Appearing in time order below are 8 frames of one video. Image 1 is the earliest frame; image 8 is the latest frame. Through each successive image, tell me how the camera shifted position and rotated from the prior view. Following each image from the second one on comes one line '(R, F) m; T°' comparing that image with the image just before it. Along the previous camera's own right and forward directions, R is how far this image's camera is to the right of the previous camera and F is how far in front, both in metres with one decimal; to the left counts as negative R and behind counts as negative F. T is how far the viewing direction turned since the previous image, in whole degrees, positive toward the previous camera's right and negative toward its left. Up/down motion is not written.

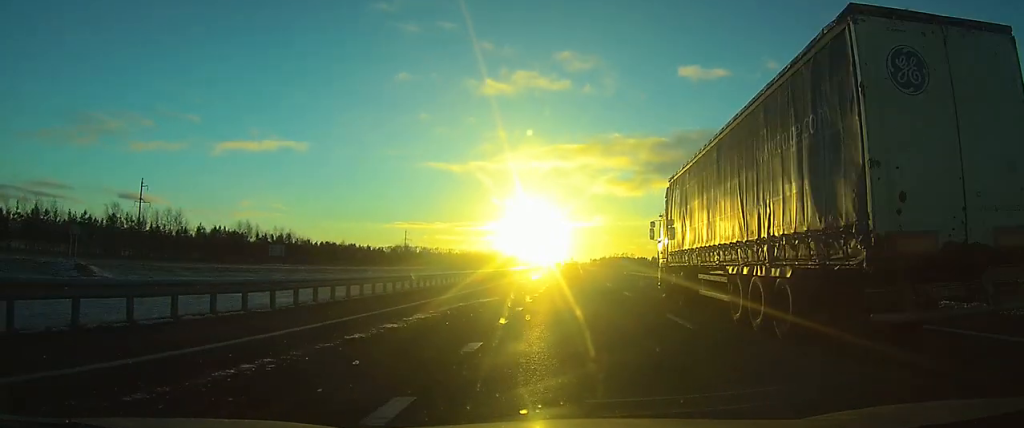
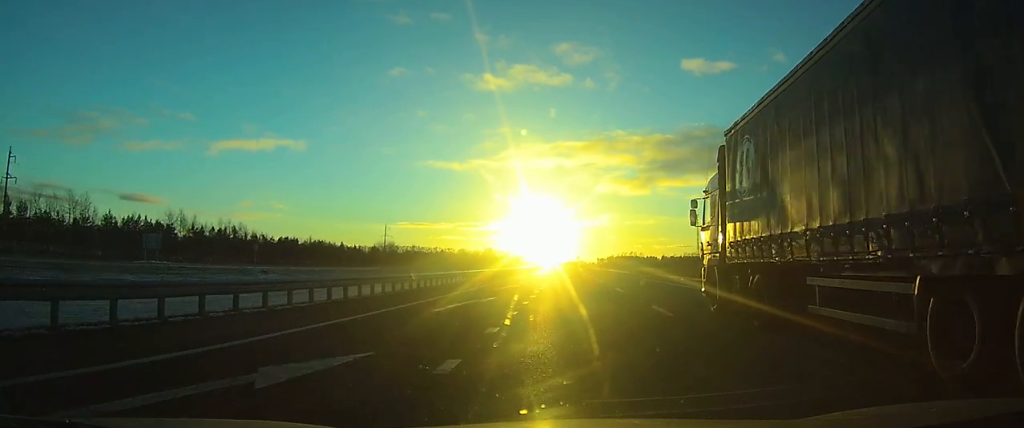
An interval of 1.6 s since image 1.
(-0.3, +43.6) m; -1°
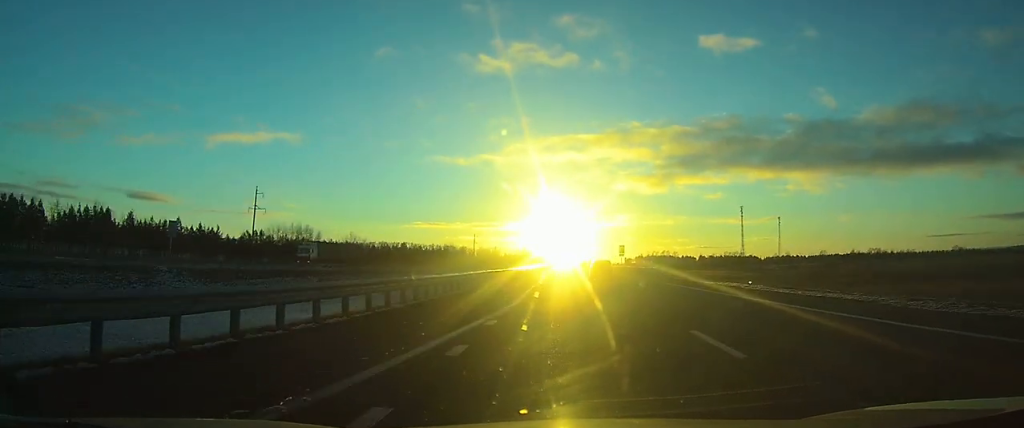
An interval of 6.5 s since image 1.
(-3.0, +139.6) m; -2°
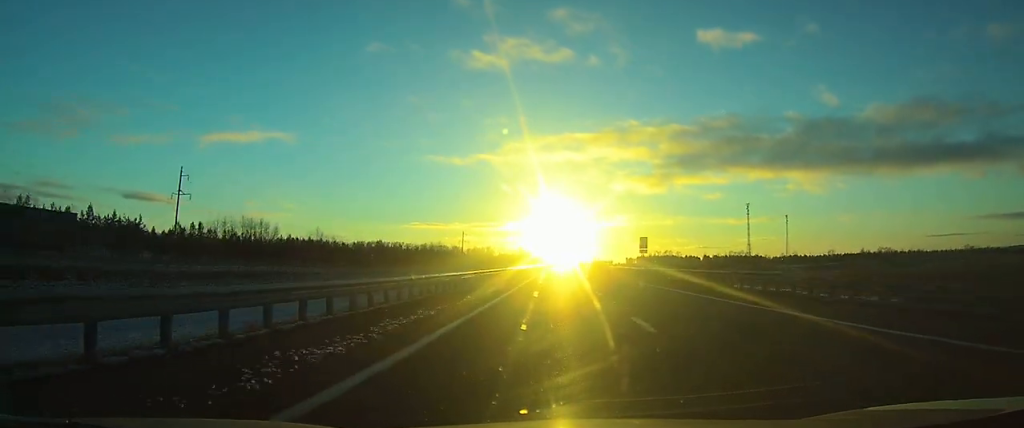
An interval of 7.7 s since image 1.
(-0.1, +32.4) m; 0°
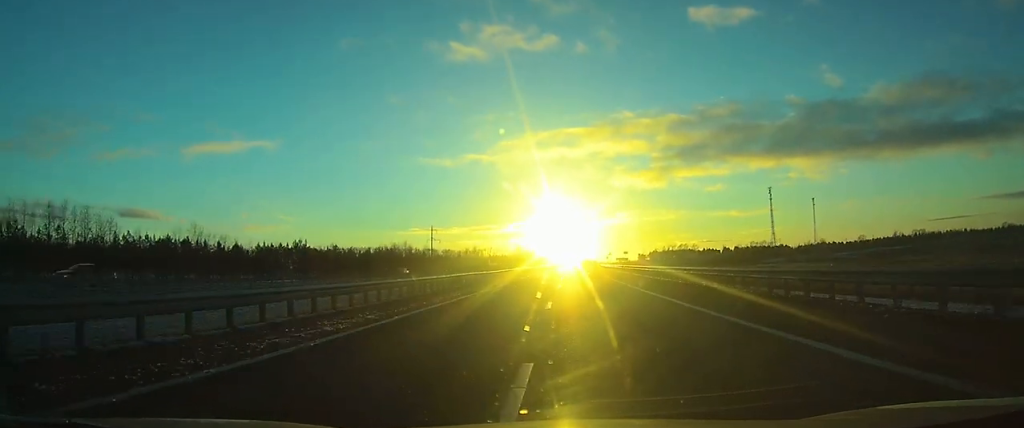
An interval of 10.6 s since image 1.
(-0.1, +72.4) m; 0°
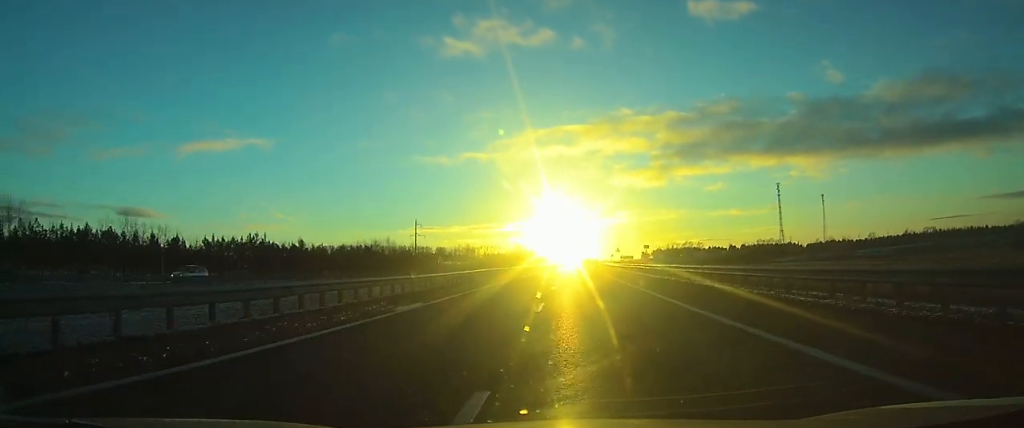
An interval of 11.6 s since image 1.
(0.0, +21.5) m; 0°
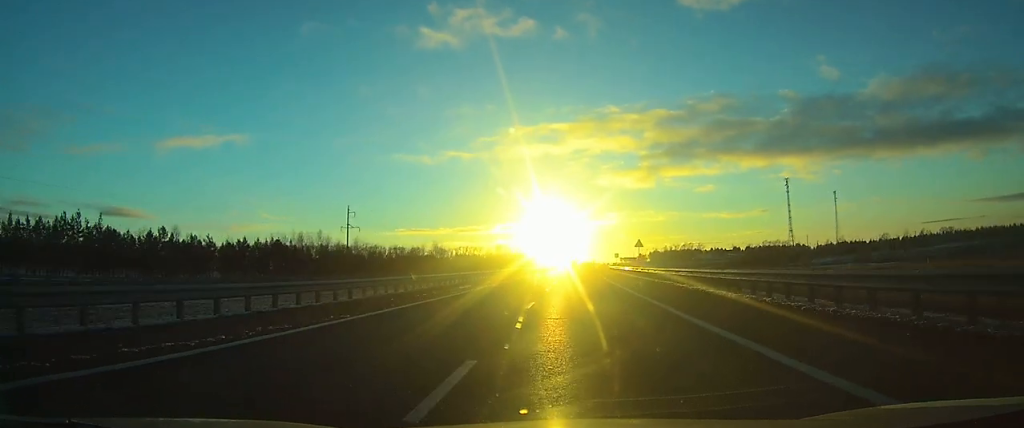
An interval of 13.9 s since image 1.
(+0.2, +50.1) m; +1°
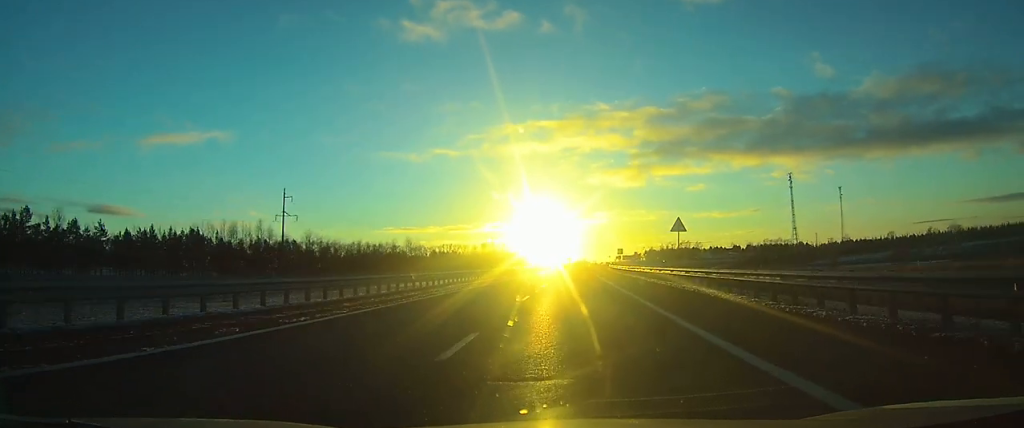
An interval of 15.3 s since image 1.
(+0.2, +29.5) m; +1°
